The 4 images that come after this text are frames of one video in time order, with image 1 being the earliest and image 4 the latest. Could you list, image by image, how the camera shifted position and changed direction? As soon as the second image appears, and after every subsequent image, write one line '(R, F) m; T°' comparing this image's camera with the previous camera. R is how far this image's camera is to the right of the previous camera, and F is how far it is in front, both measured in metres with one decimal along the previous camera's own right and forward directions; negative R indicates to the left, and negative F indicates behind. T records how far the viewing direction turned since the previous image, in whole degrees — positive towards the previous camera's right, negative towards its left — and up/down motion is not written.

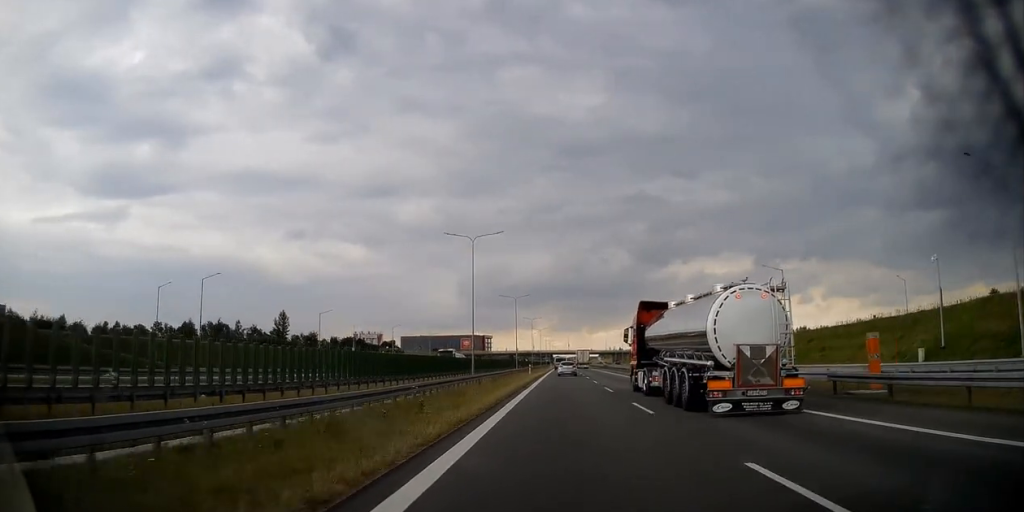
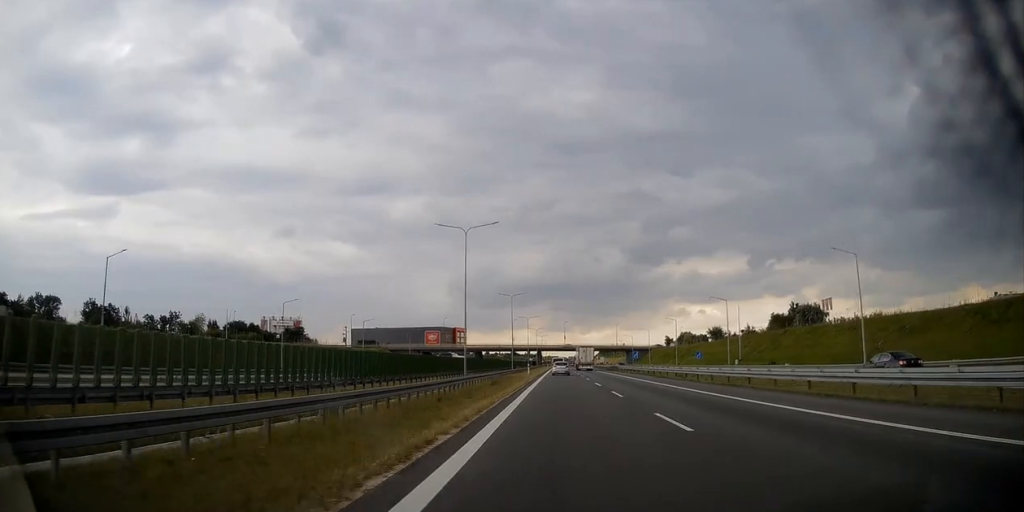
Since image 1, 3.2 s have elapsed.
(+0.8, +99.0) m; +1°
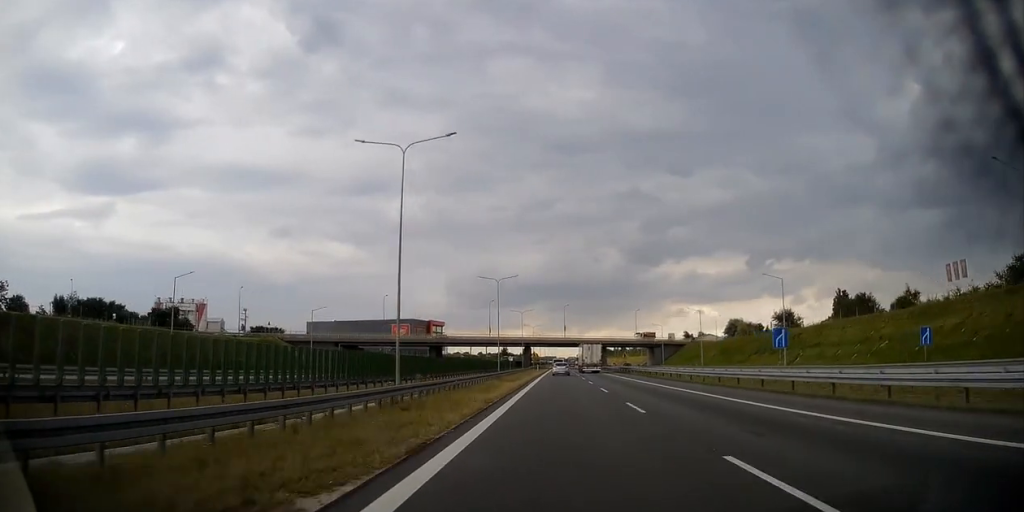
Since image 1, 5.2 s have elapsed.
(0.0, +66.8) m; +1°
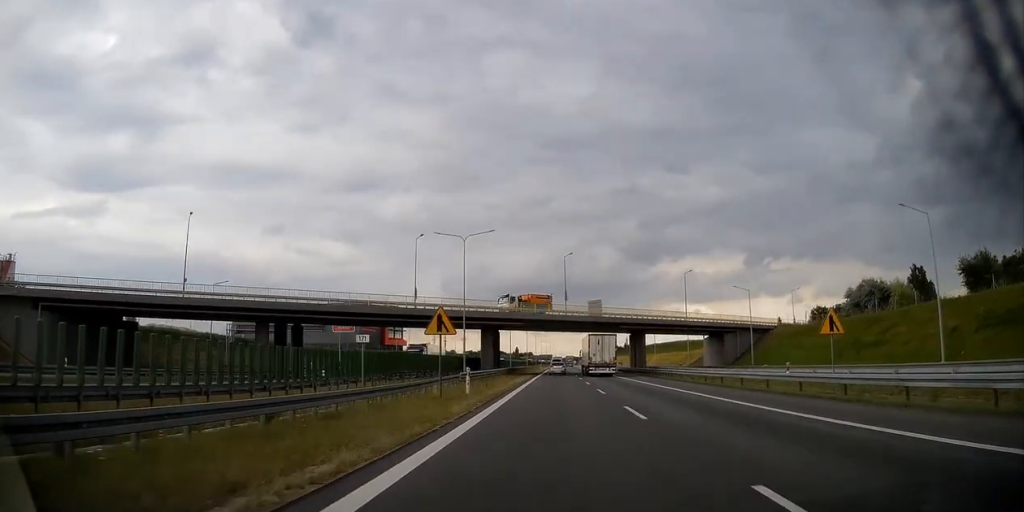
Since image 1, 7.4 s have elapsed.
(+0.7, +73.5) m; 0°
